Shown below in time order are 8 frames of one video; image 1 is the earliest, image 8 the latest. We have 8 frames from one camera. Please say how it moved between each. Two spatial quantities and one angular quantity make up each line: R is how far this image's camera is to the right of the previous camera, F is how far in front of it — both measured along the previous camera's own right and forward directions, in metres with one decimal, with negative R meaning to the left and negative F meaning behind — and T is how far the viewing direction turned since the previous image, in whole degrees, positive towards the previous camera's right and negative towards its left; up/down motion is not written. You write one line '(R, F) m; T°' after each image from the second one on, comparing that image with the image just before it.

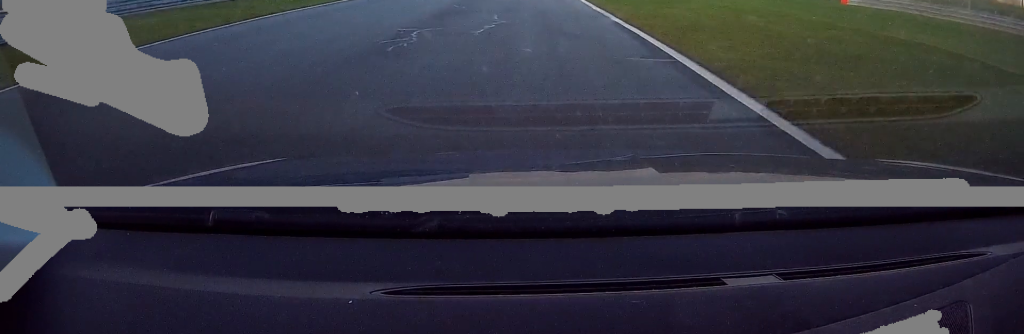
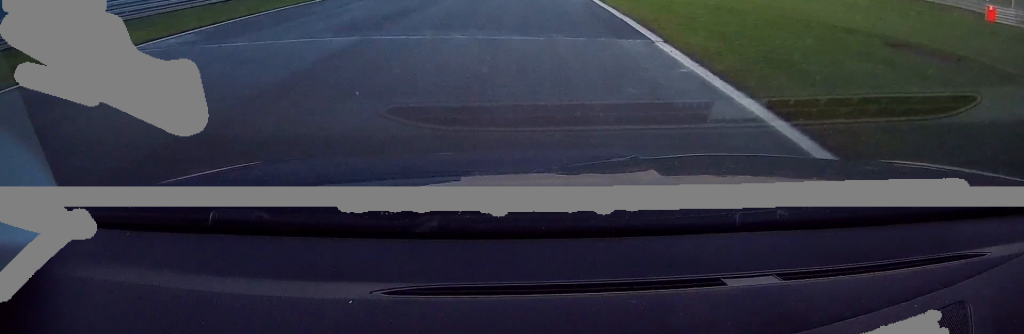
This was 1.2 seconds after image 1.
(-0.1, +24.2) m; +1°
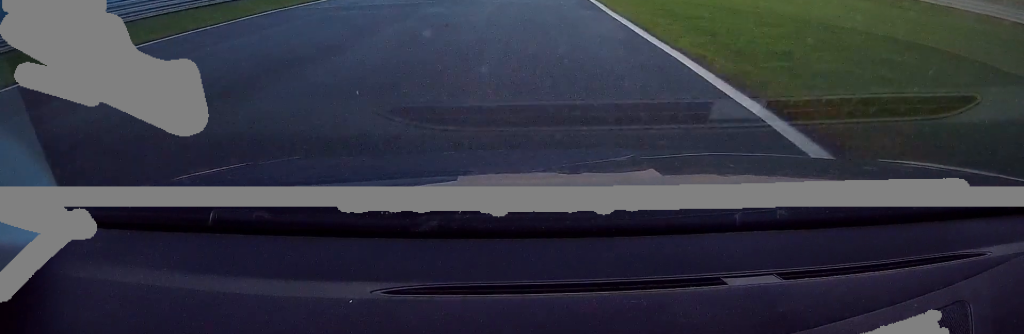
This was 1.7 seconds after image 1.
(+0.1, +8.9) m; +1°
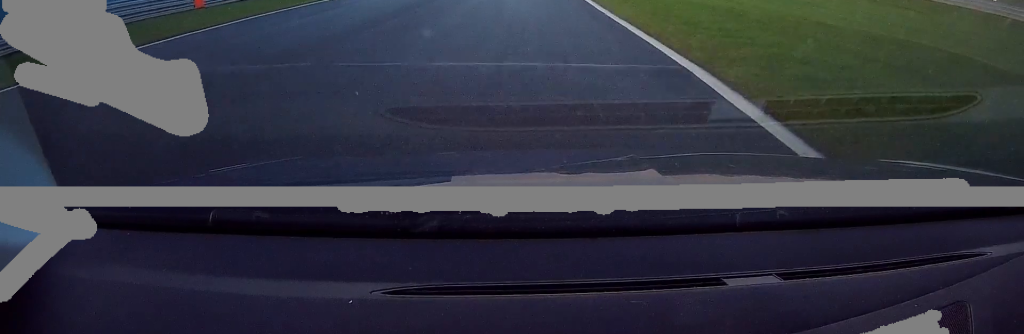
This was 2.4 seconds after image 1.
(0.0, +13.0) m; -1°
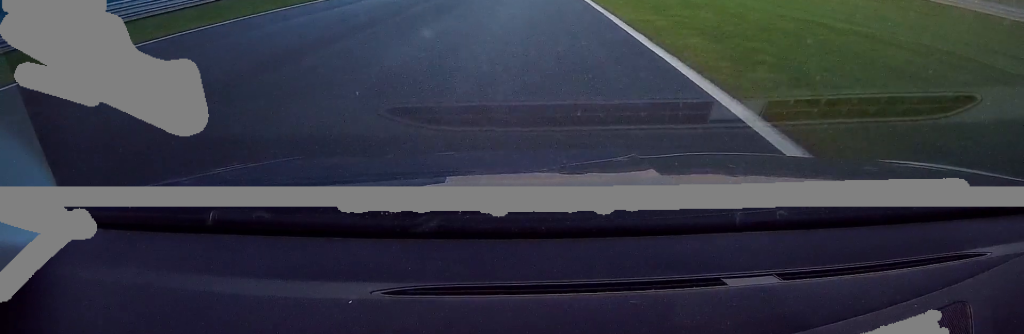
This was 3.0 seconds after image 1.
(-0.1, +12.8) m; 0°
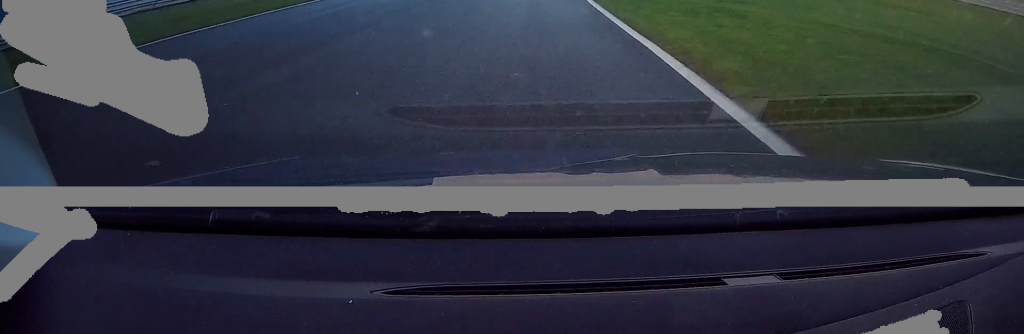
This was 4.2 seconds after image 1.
(0.0, +22.0) m; 0°
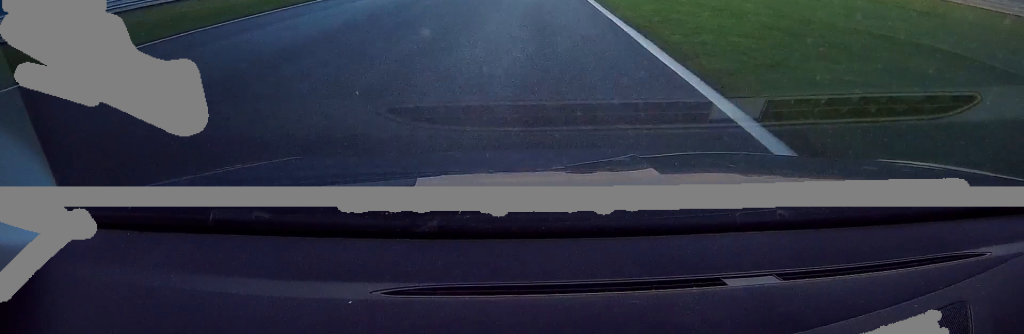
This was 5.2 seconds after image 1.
(-0.1, +19.6) m; 0°
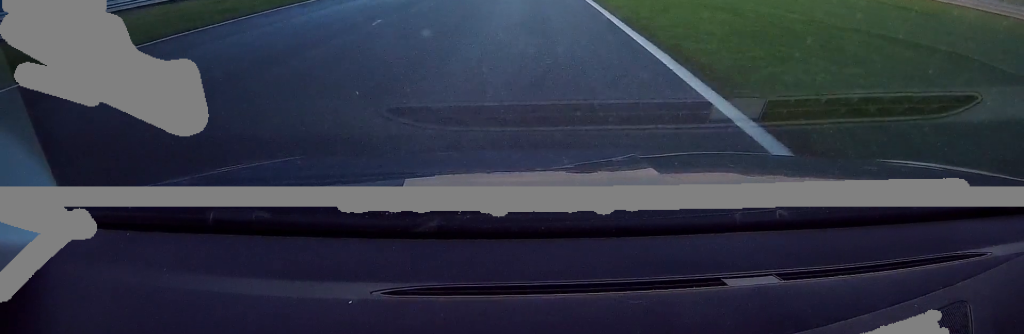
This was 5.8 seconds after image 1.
(-0.2, +10.2) m; 0°
